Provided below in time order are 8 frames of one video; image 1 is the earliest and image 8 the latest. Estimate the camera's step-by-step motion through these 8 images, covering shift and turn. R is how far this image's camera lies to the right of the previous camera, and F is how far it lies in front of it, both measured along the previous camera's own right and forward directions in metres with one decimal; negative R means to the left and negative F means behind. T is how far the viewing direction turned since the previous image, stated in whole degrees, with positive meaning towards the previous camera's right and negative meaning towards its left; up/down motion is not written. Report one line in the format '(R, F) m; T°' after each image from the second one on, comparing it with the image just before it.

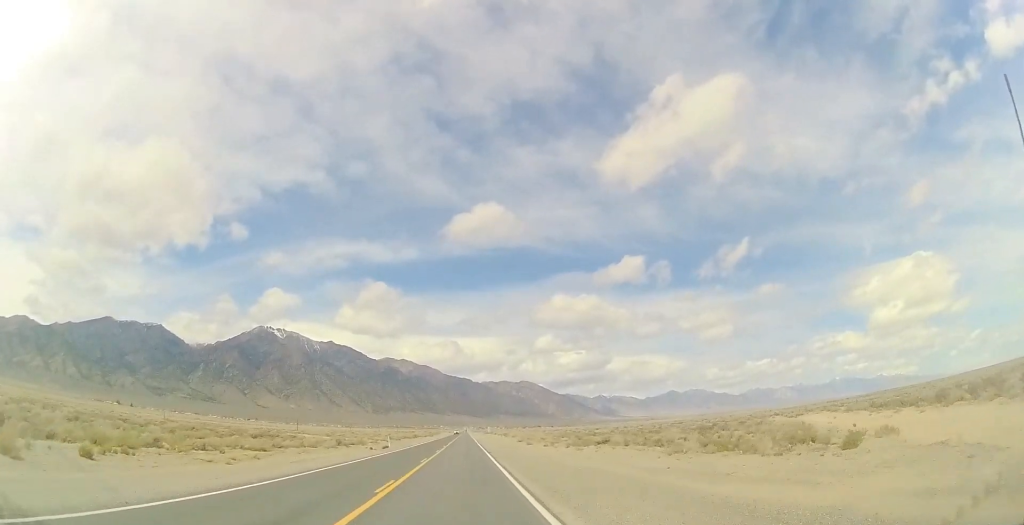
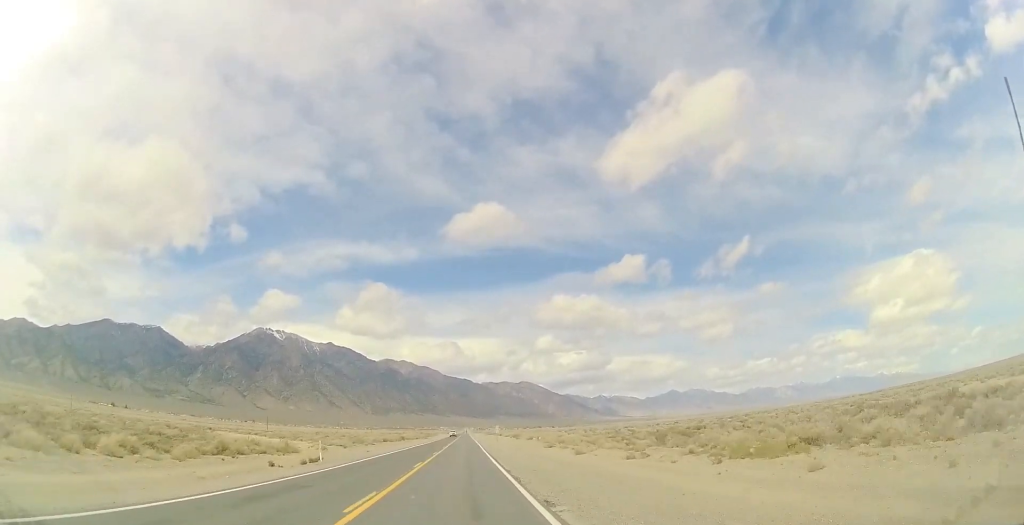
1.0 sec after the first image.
(-0.6, +30.7) m; -1°
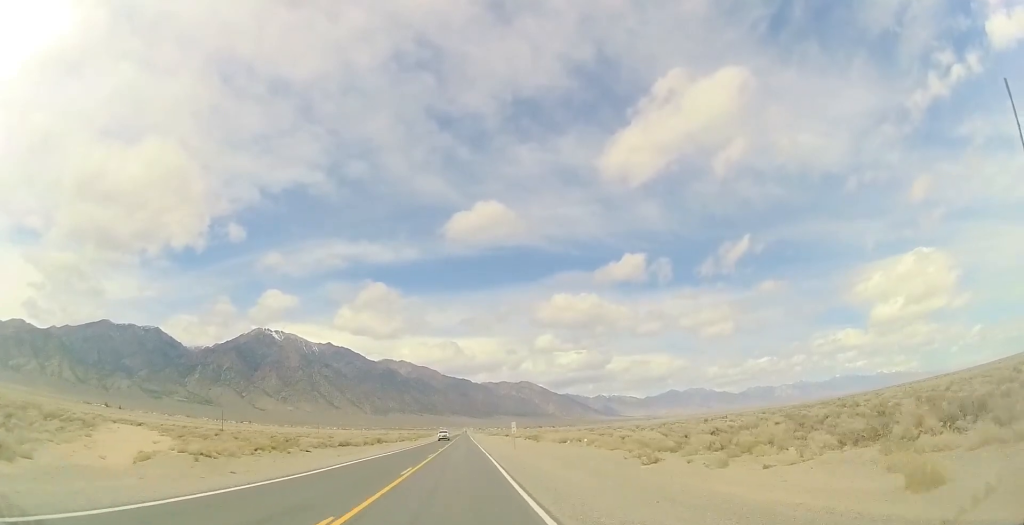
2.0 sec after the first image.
(+0.3, +31.6) m; +1°
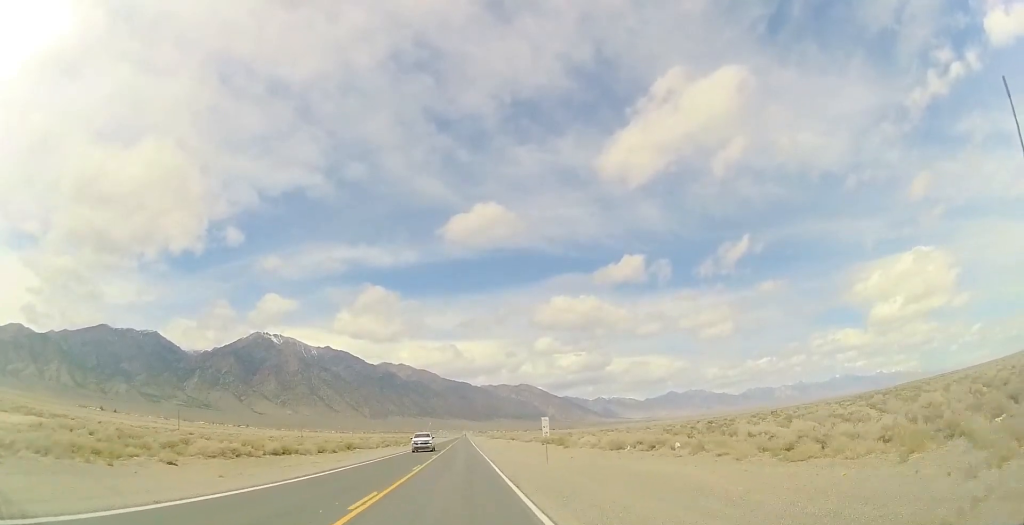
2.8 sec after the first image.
(+0.2, +22.4) m; 0°
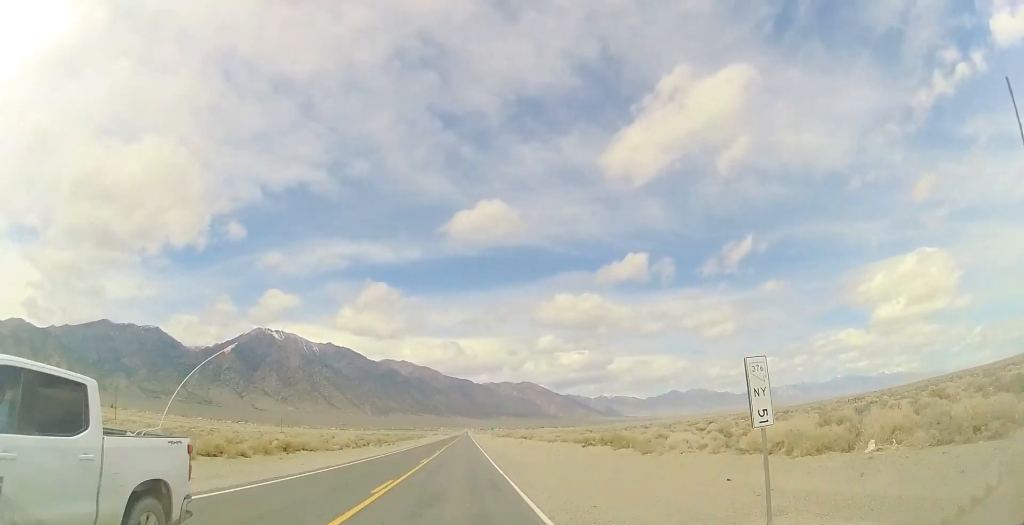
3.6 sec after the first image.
(-0.2, +24.4) m; -1°
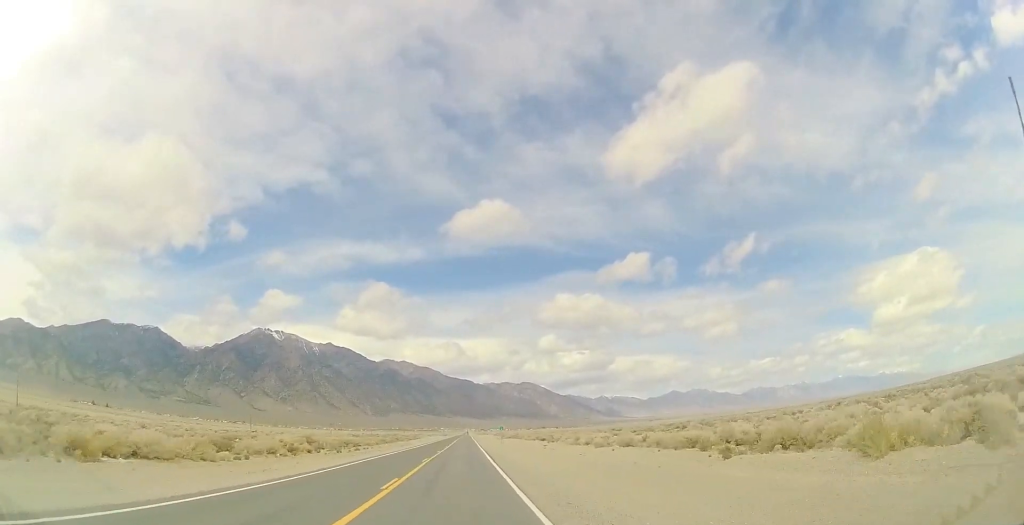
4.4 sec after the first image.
(-0.3, +26.3) m; -1°
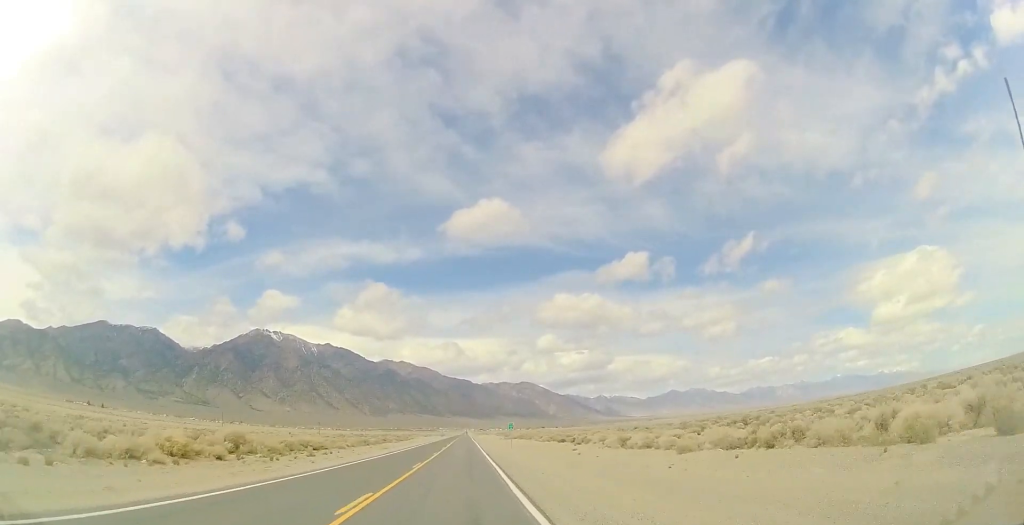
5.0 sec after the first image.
(0.0, +18.1) m; 0°
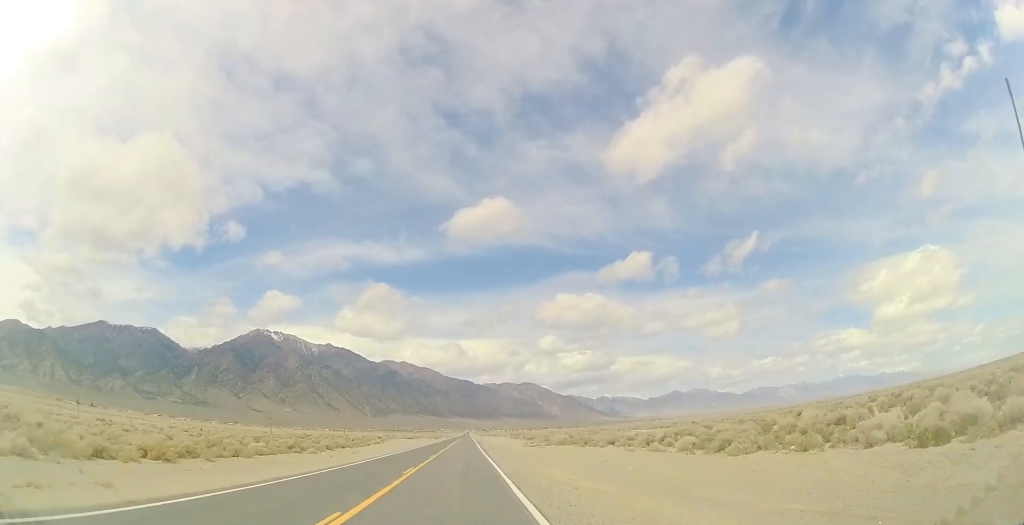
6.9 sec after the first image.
(+0.2, +57.4) m; +1°
